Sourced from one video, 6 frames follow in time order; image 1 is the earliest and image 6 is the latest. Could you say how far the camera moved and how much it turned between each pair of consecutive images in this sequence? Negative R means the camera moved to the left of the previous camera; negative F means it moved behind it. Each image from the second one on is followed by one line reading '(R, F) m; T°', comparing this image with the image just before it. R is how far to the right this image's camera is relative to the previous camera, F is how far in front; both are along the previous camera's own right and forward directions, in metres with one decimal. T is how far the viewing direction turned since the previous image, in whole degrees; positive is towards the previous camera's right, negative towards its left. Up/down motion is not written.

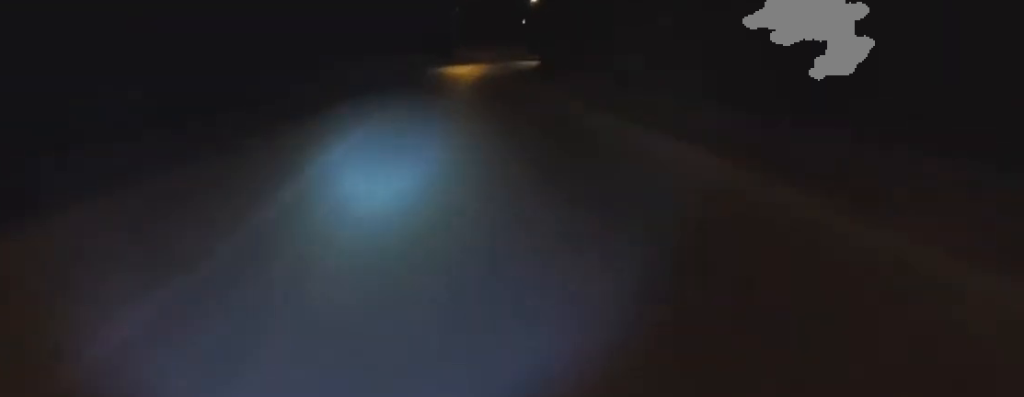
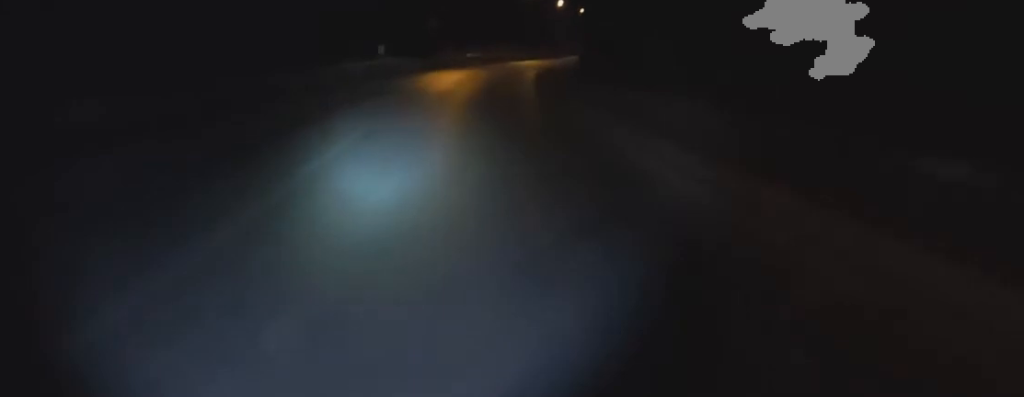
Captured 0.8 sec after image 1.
(+0.6, +11.2) m; 0°
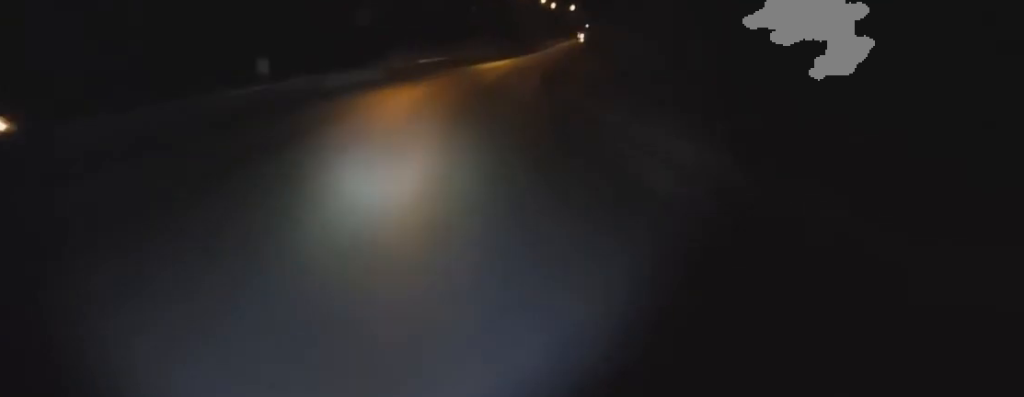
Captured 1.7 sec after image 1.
(-0.6, +11.5) m; +4°
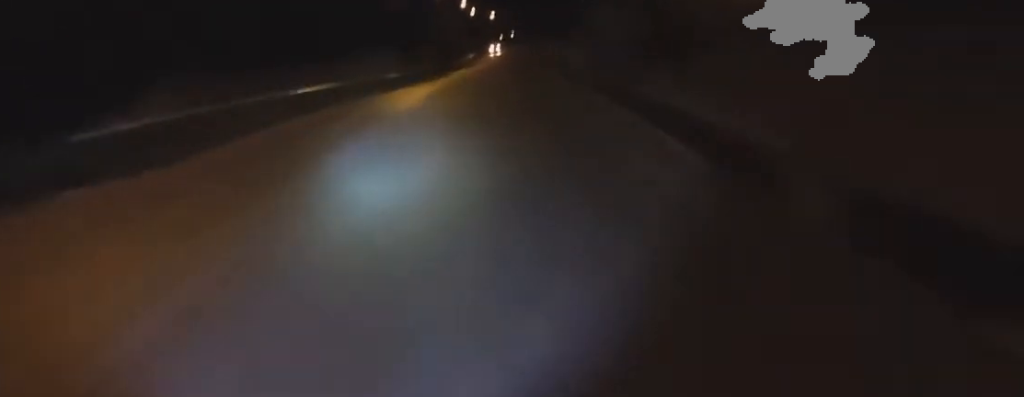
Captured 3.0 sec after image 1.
(+2.3, +18.1) m; +12°
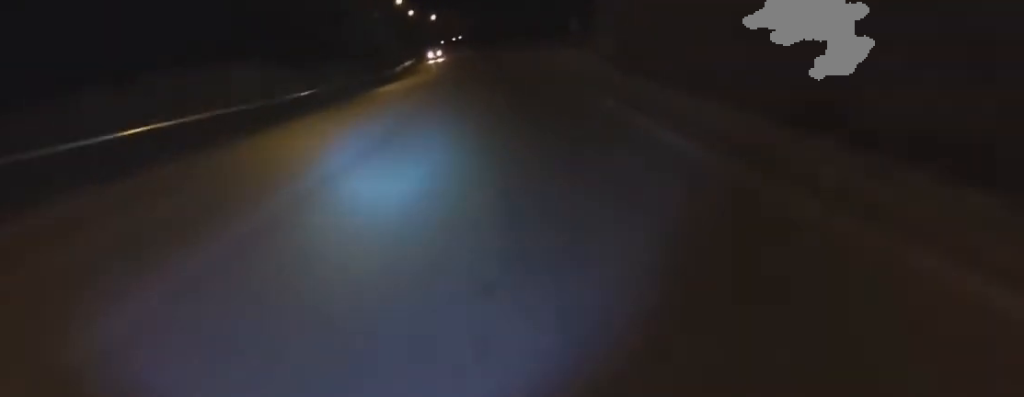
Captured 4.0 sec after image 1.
(+0.6, +13.5) m; 0°
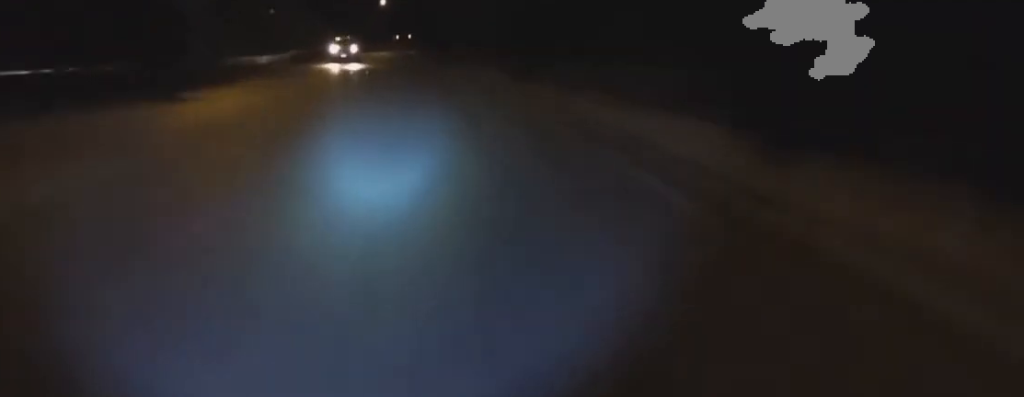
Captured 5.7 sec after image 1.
(-0.1, +24.5) m; +2°
